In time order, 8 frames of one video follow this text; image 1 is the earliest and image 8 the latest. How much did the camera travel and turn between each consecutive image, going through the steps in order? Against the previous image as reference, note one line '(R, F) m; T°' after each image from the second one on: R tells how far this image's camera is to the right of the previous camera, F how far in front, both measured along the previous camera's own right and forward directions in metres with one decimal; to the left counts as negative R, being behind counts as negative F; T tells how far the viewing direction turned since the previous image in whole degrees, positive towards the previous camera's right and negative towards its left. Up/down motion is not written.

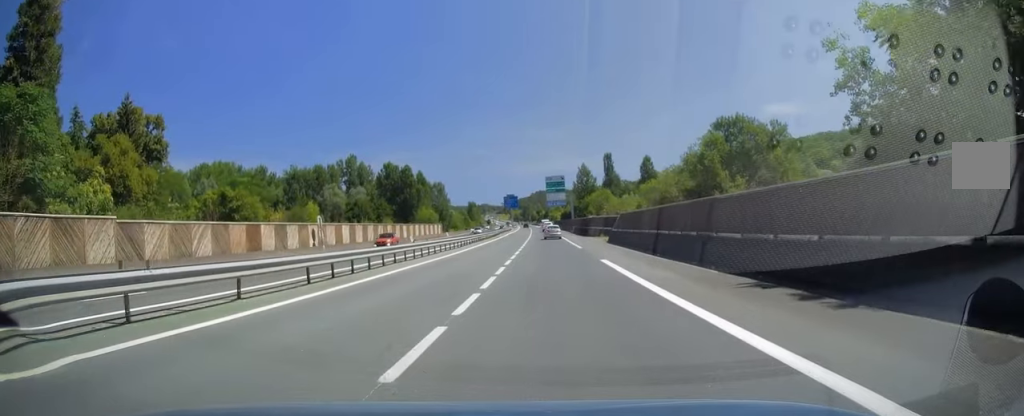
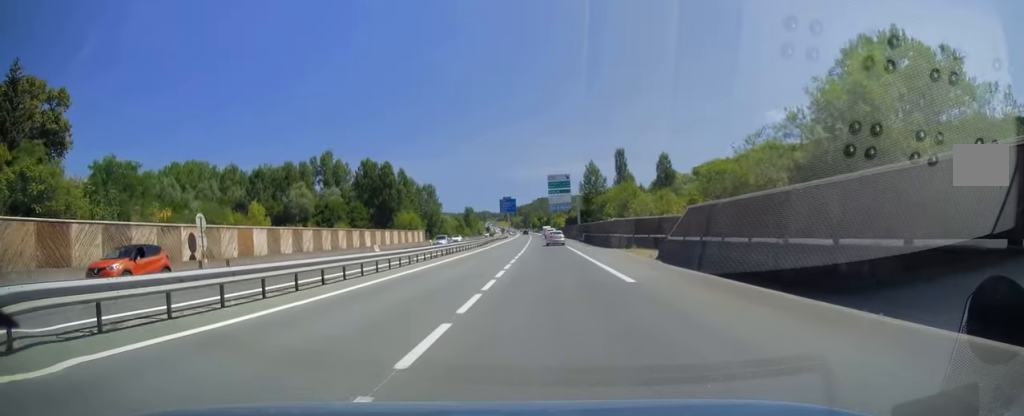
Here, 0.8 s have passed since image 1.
(0.0, +20.8) m; 0°
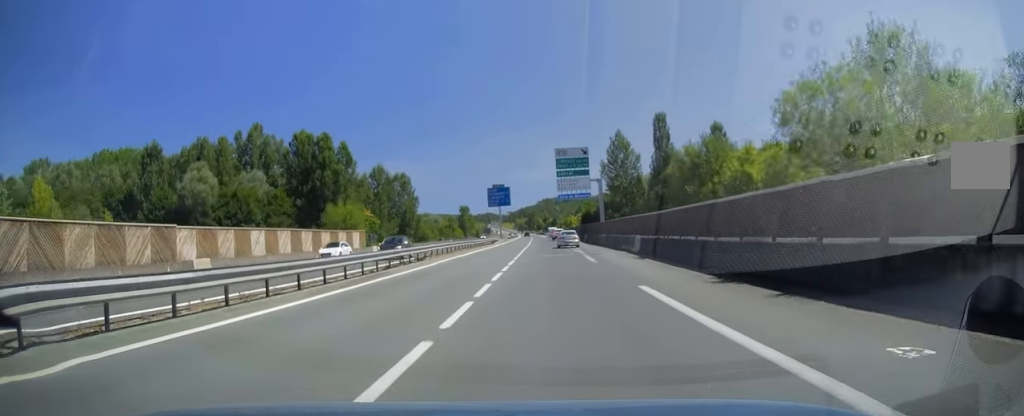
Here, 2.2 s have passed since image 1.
(-0.1, +40.4) m; 0°
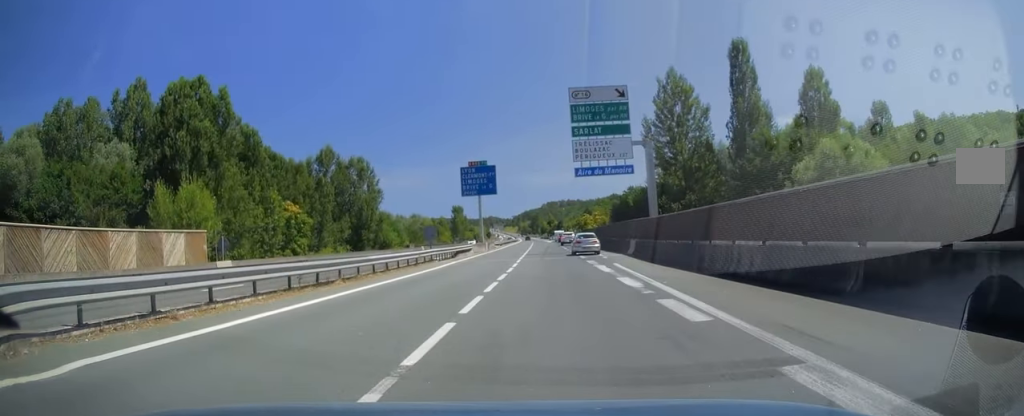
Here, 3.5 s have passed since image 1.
(-0.1, +36.3) m; -1°
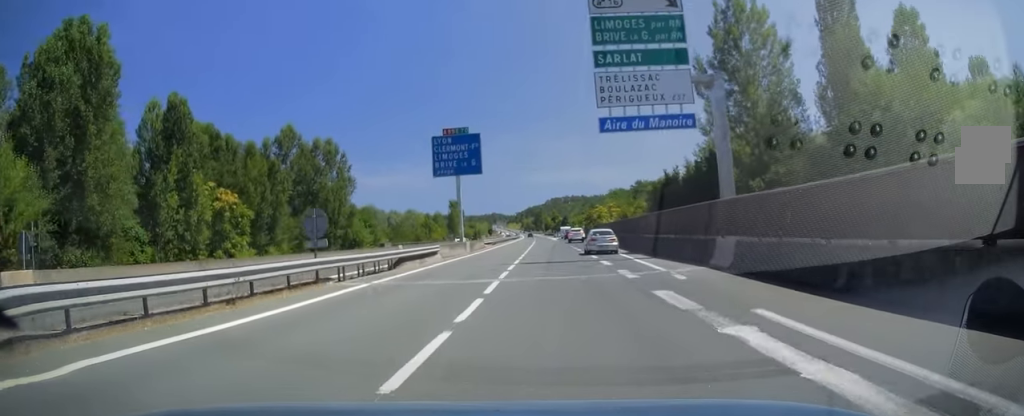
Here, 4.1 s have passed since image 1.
(-0.2, +18.1) m; 0°
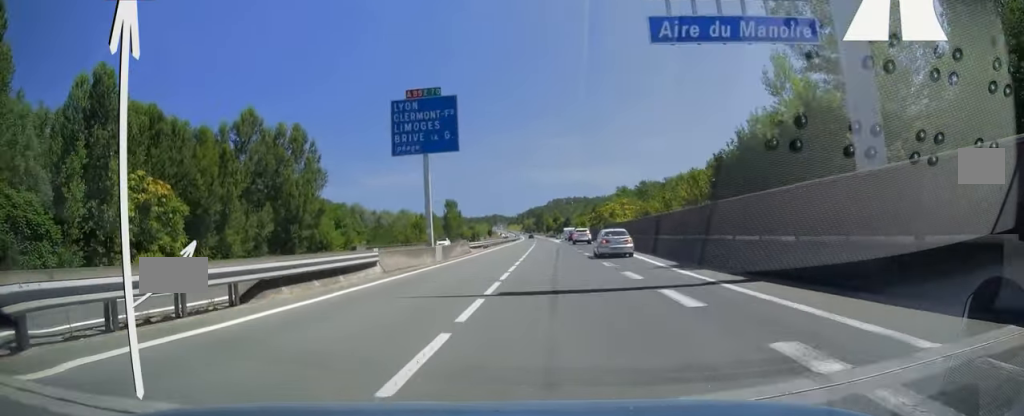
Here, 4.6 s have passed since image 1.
(0.0, +13.1) m; 0°
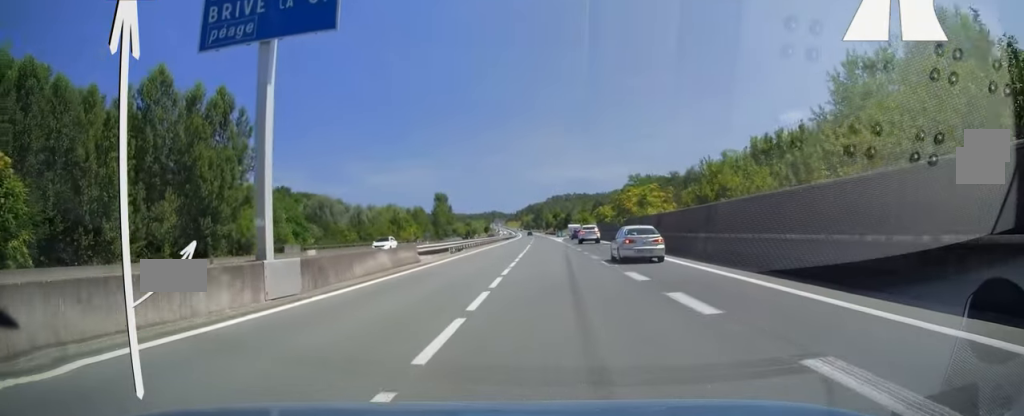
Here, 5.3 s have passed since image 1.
(+0.1, +20.0) m; 0°
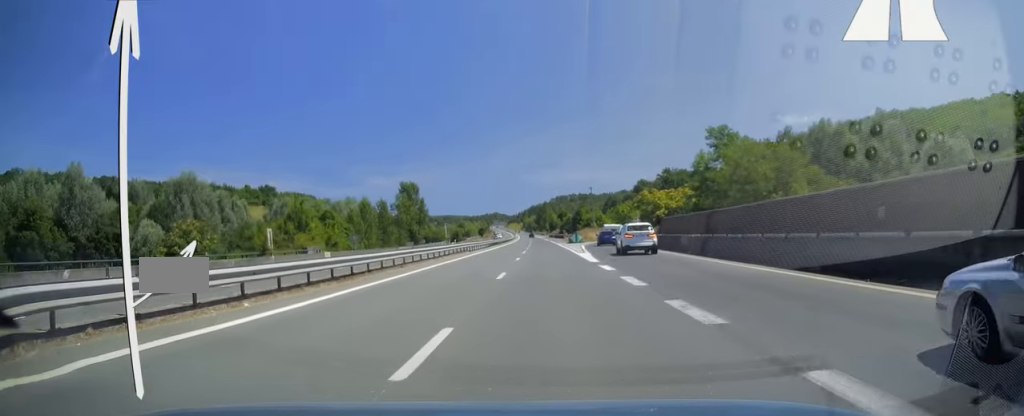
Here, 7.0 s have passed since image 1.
(-0.5, +51.7) m; -1°
